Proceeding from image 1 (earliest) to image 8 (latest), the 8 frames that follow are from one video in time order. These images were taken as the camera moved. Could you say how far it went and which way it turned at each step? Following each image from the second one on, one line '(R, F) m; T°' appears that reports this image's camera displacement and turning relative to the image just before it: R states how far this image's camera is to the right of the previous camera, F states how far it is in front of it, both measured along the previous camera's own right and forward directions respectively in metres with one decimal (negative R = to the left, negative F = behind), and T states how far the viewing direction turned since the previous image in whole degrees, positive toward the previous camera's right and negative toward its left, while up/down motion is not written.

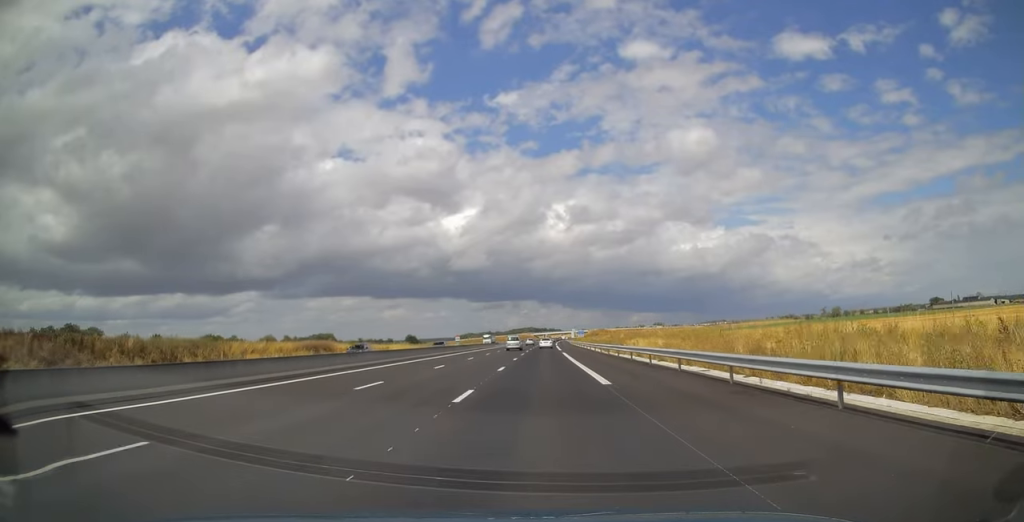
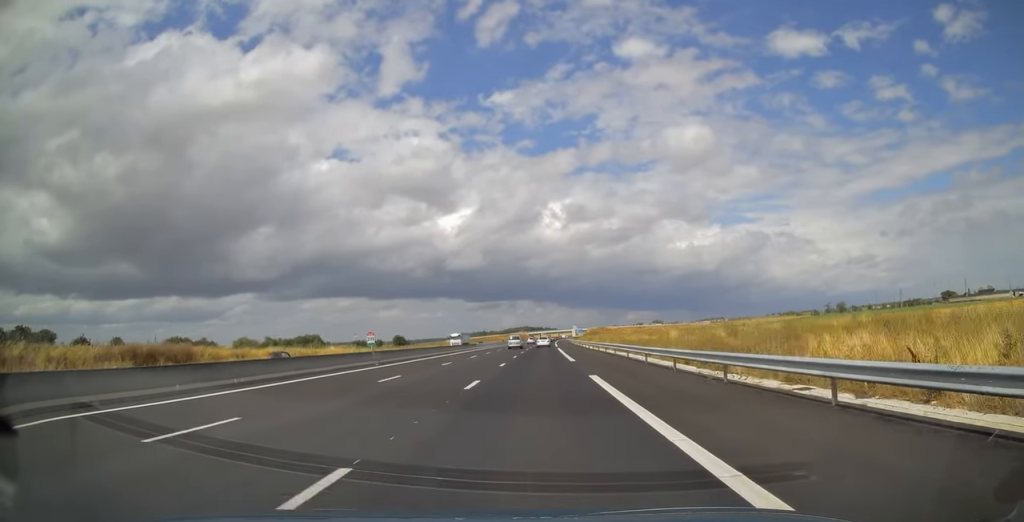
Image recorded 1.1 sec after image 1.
(+0.2, +36.1) m; 0°
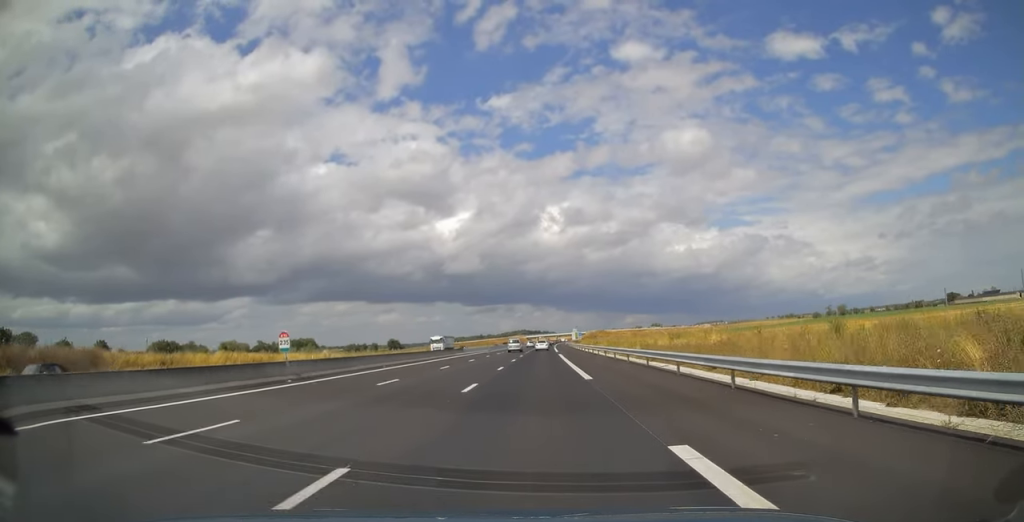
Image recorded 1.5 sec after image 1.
(0.0, +12.9) m; 0°
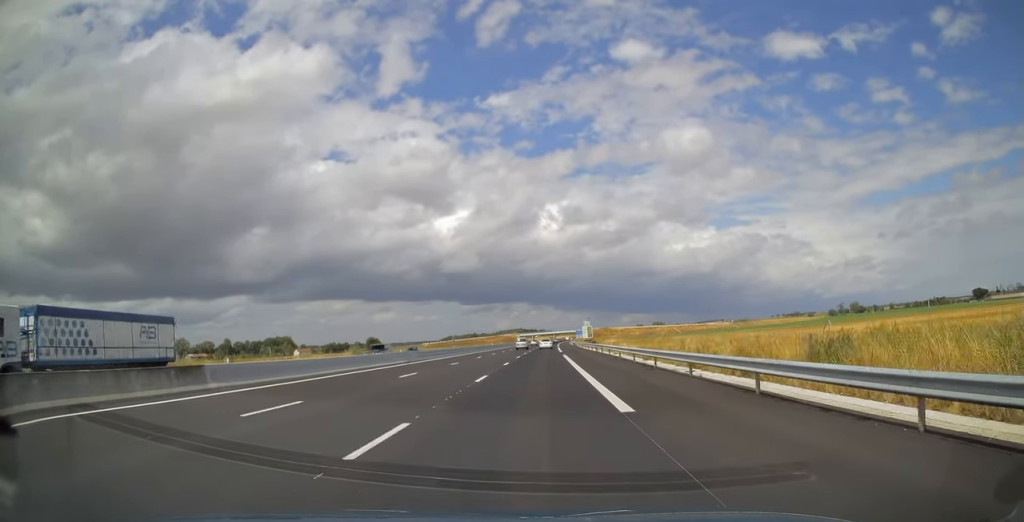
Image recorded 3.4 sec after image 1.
(+0.5, +61.9) m; +1°
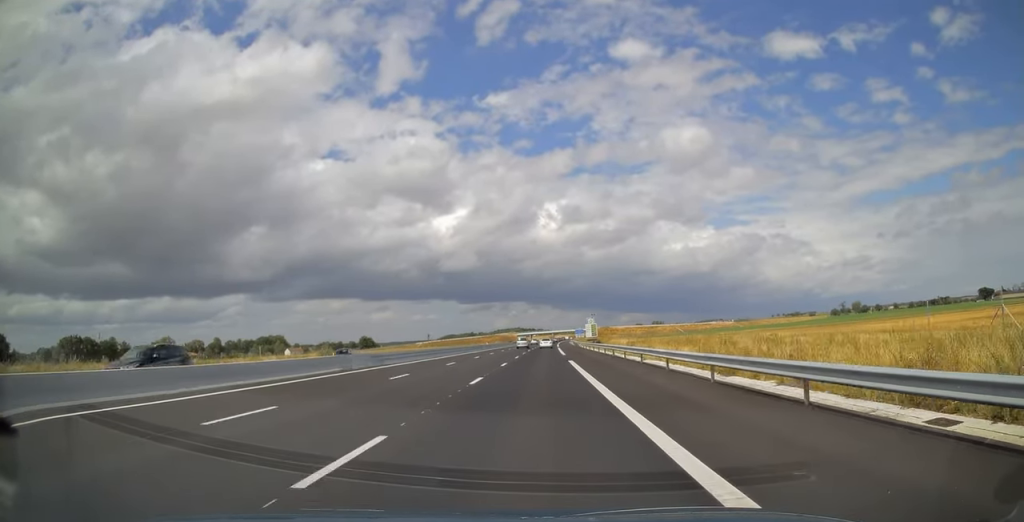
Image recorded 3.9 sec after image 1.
(0.0, +14.5) m; 0°
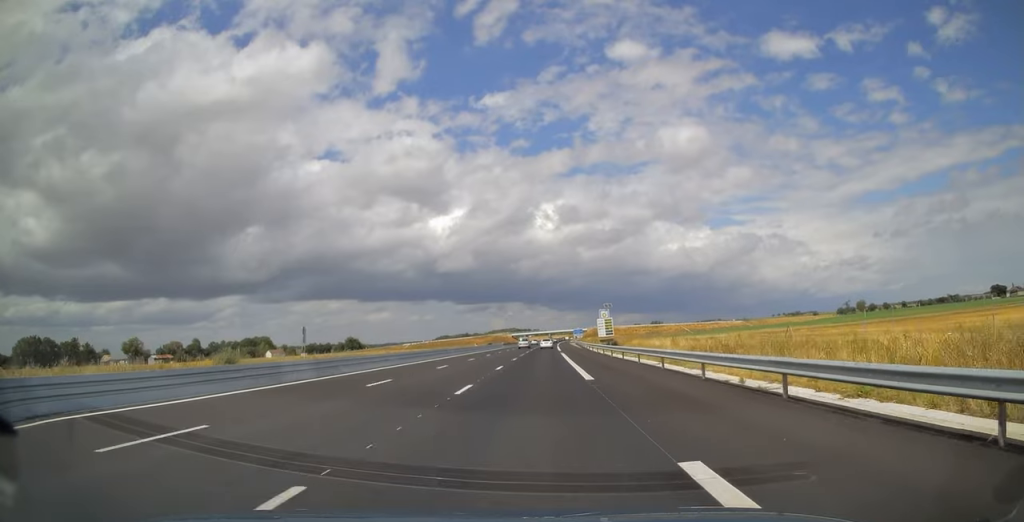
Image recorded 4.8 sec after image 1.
(-0.1, +29.0) m; 0°
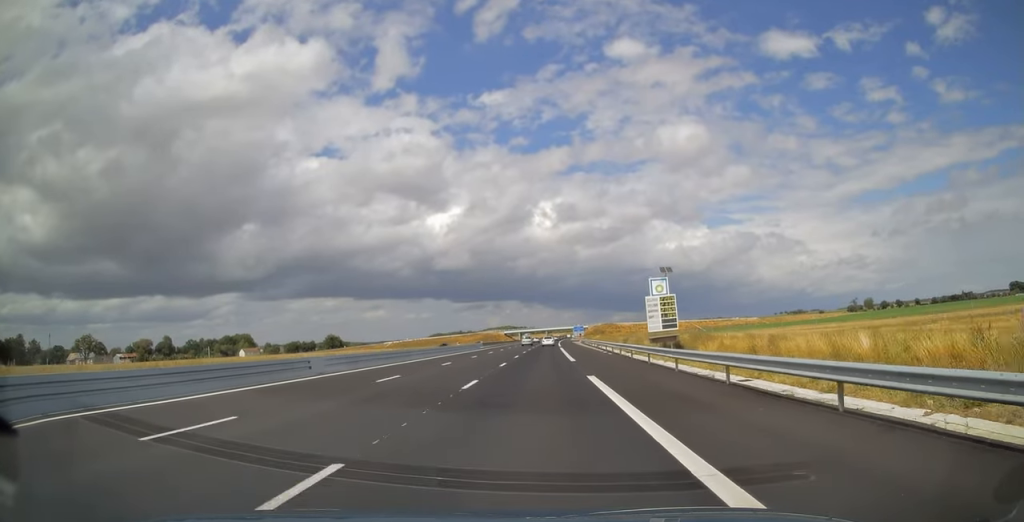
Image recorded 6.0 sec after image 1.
(+0.3, +38.2) m; 0°
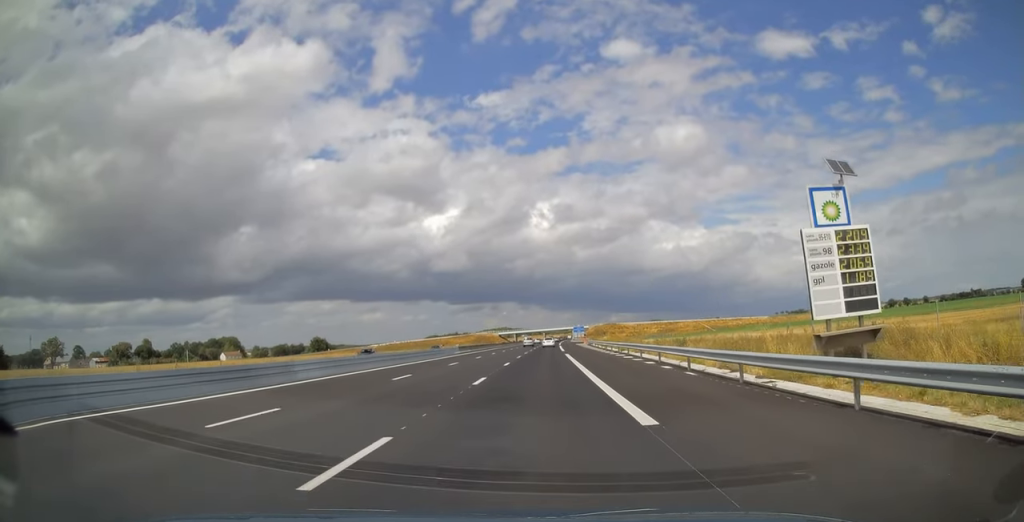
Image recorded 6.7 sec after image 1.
(-0.1, +24.3) m; 0°
